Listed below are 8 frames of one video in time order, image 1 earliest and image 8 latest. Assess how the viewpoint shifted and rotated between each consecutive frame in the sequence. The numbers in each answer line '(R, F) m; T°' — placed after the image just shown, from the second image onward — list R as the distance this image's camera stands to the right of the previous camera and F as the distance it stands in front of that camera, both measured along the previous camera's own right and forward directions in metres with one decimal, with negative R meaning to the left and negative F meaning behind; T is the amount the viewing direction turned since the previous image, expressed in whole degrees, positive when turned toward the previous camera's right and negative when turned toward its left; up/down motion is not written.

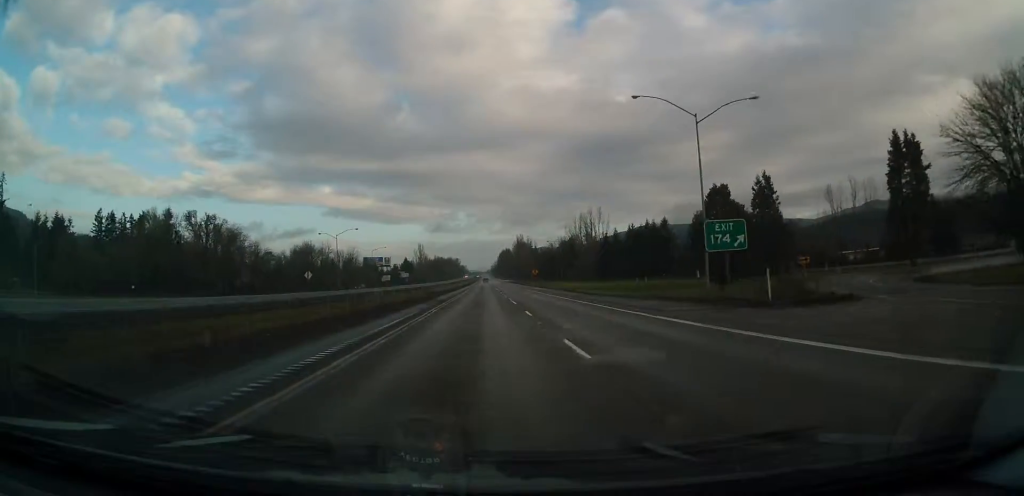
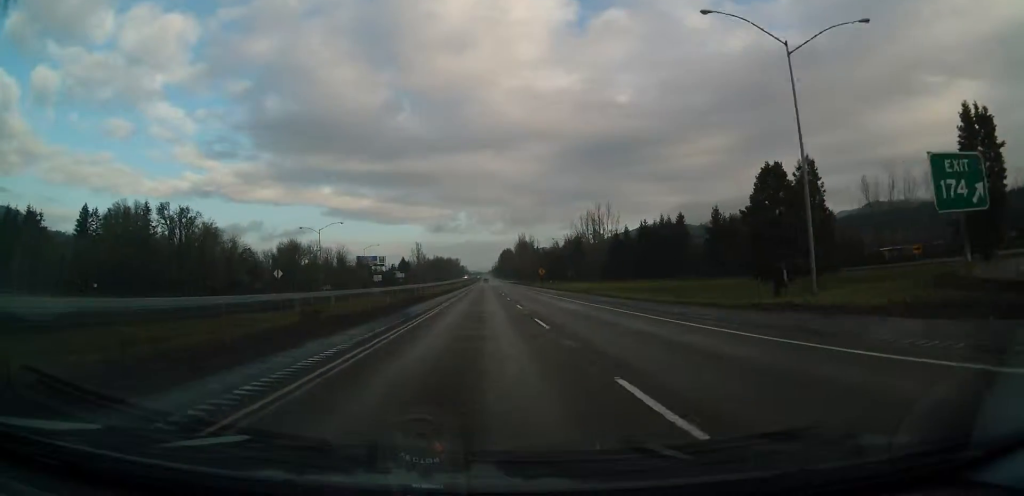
(-0.1, +17.4) m; 0°
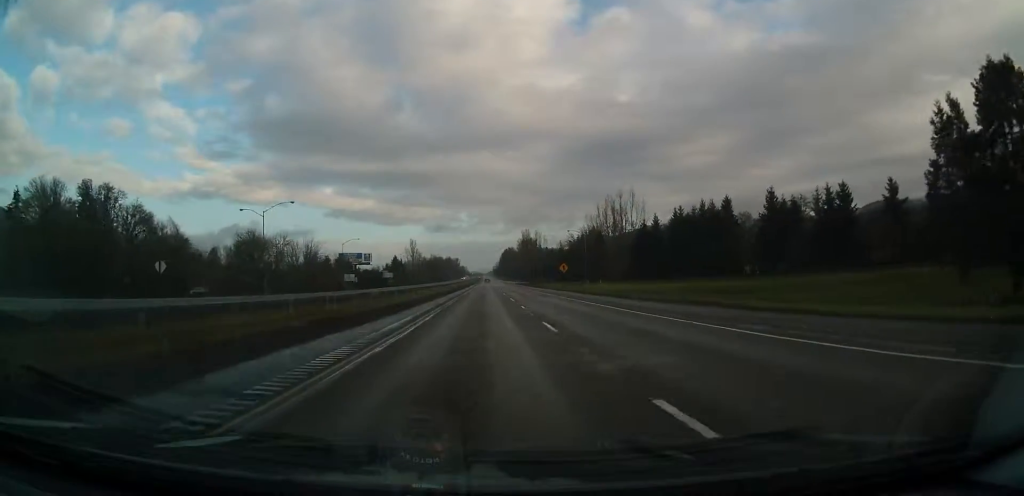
(-0.1, +38.2) m; 0°
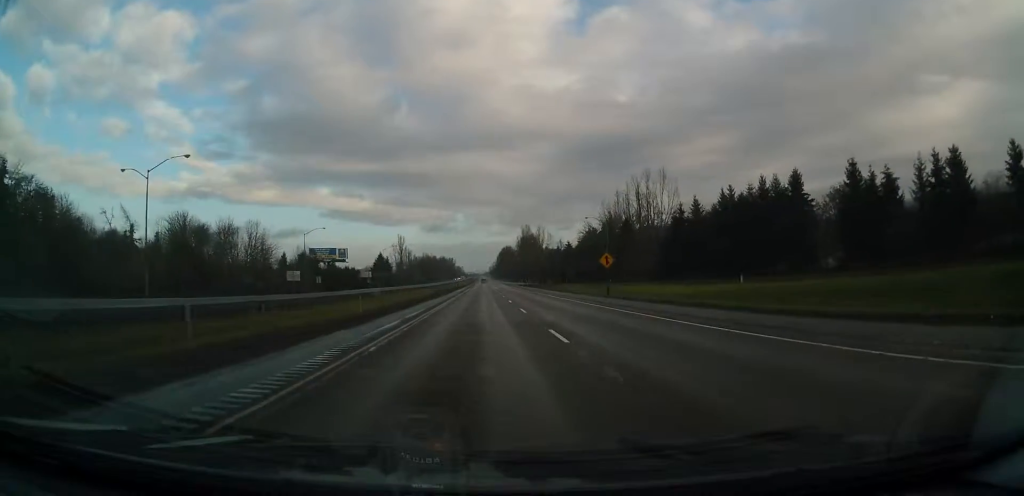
(0.0, +39.3) m; 0°
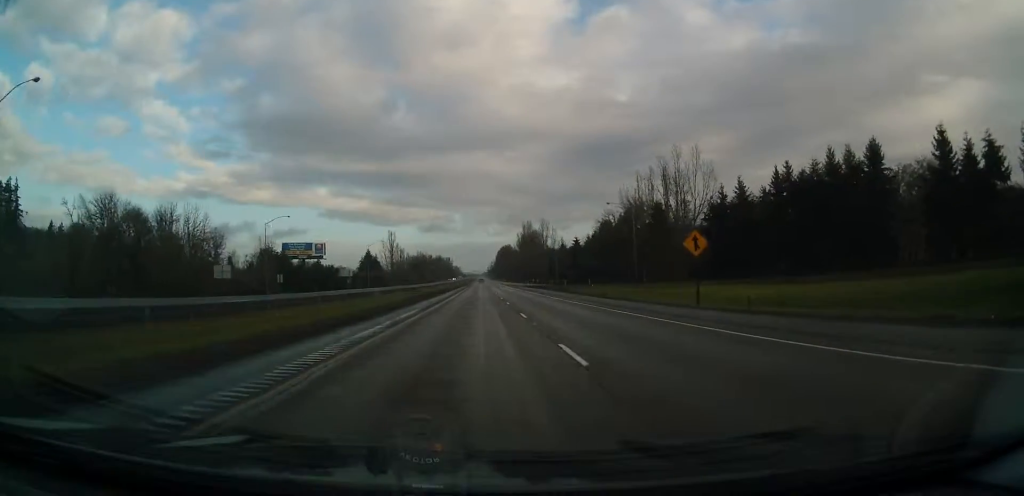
(0.0, +28.4) m; 0°
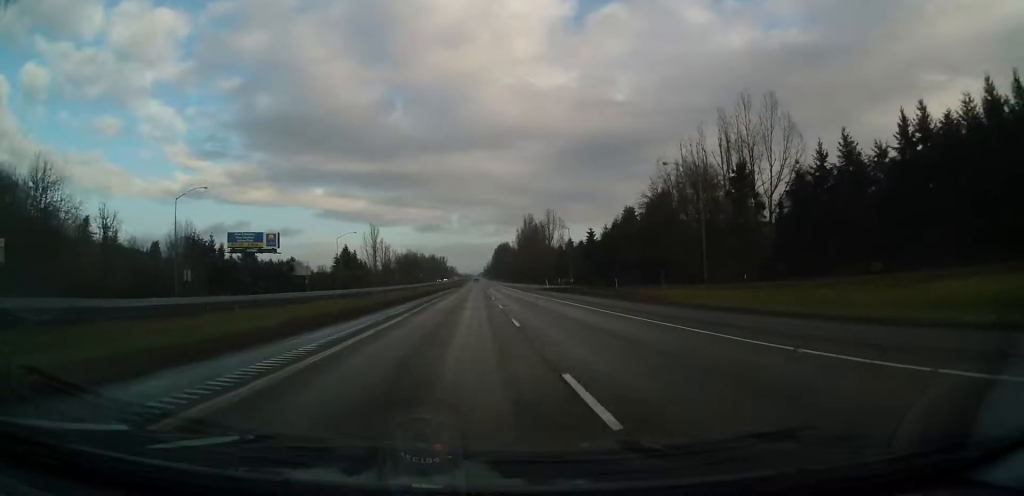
(+0.2, +40.4) m; 0°
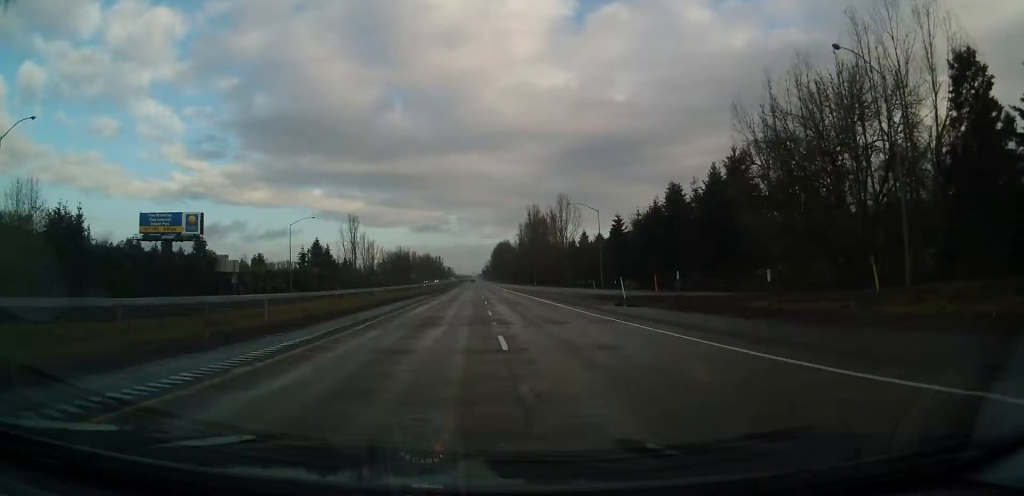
(+0.2, +42.5) m; +1°
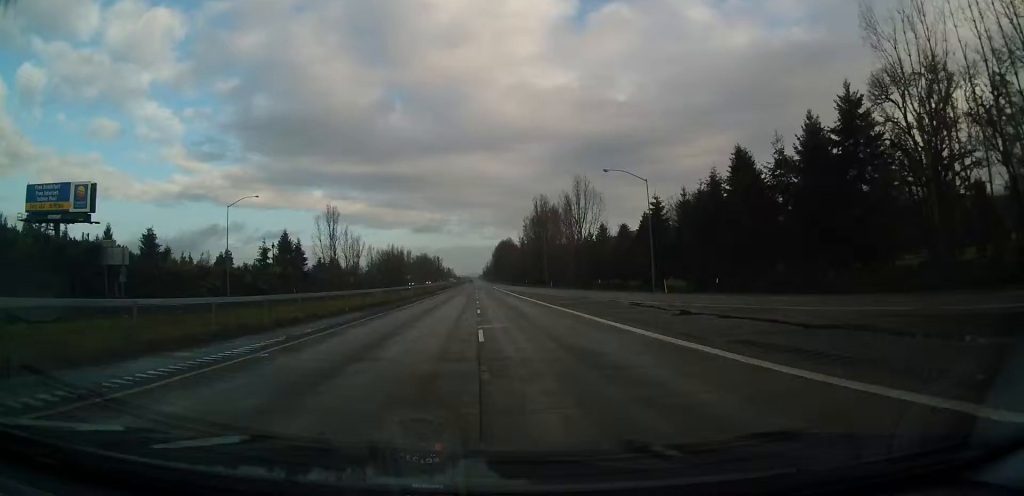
(+0.3, +34.7) m; 0°
